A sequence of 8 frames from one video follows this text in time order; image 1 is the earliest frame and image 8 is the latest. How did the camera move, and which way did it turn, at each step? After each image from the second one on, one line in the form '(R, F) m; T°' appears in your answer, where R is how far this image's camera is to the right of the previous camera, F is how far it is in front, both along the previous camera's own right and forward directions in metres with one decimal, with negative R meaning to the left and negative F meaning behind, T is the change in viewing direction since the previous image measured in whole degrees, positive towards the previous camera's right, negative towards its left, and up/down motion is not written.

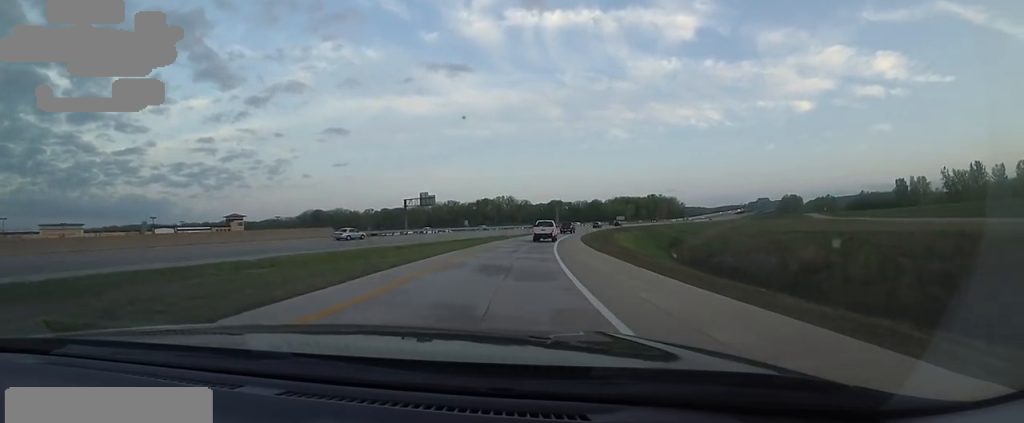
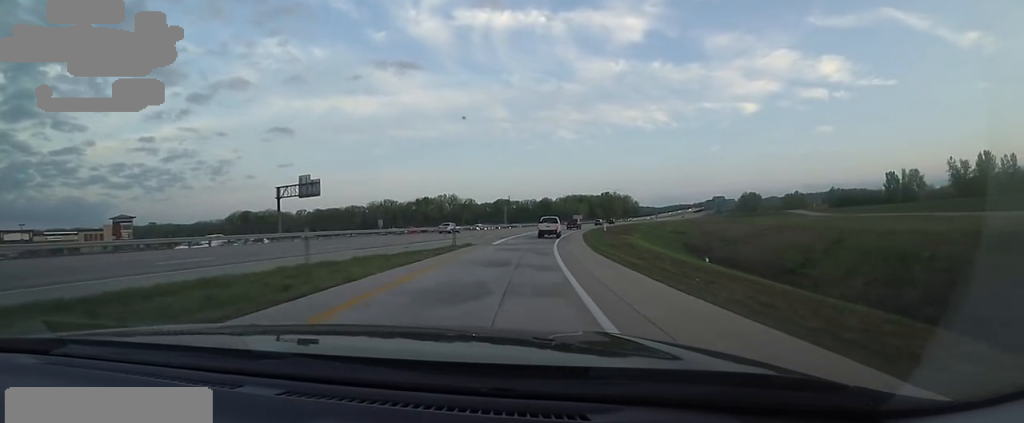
(+1.8, +42.1) m; +7°
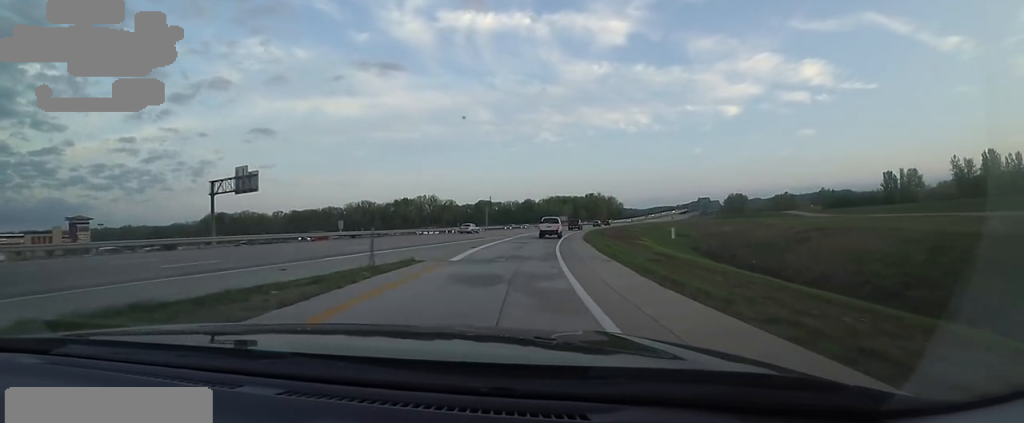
(-0.1, +13.9) m; +3°
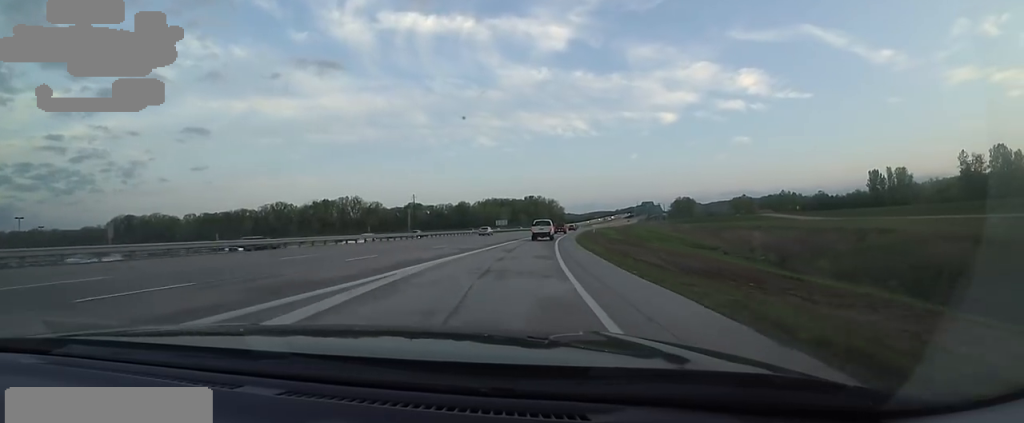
(+3.0, +42.3) m; +6°
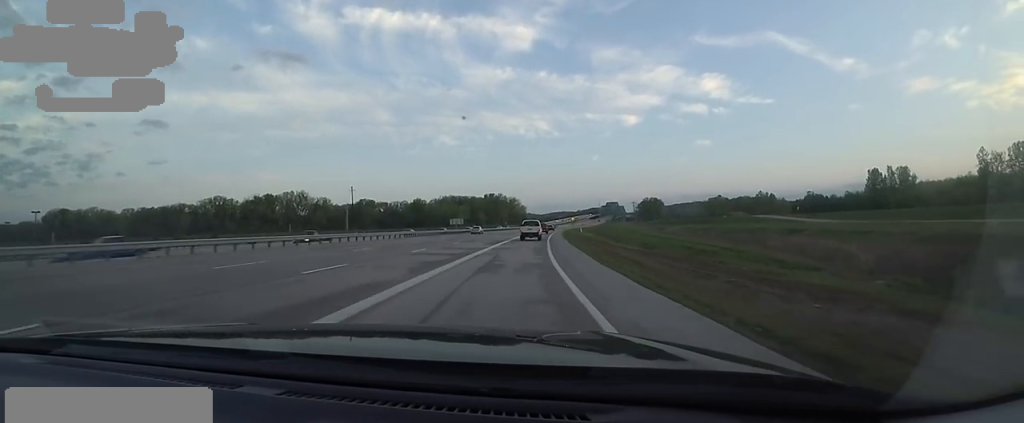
(+0.8, +29.0) m; +5°
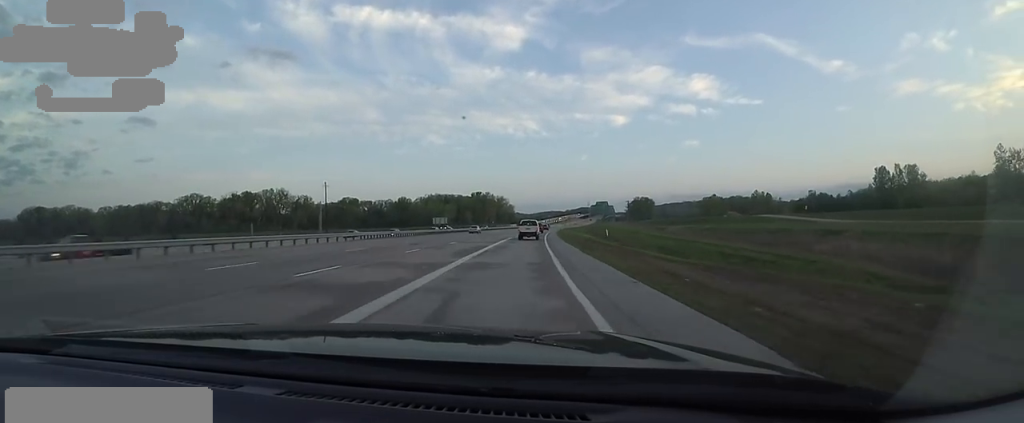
(+0.4, +13.1) m; +2°
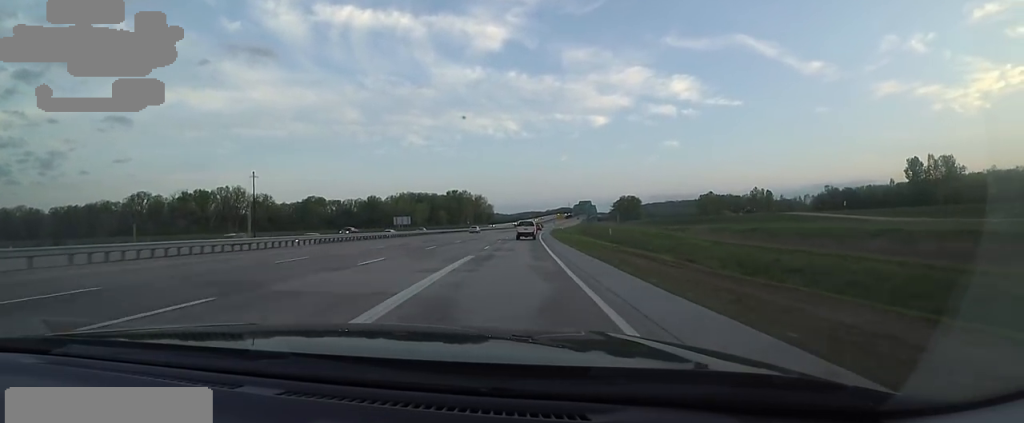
(+1.5, +32.2) m; +3°
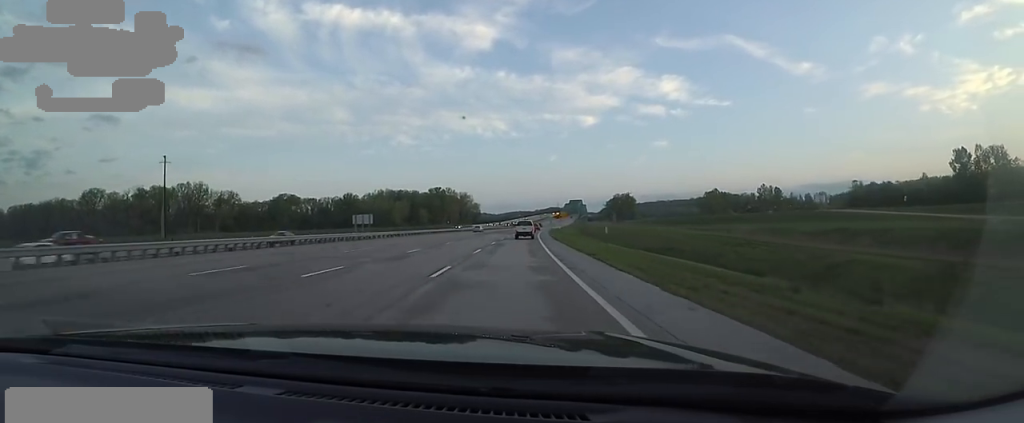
(0.0, +29.5) m; 0°
